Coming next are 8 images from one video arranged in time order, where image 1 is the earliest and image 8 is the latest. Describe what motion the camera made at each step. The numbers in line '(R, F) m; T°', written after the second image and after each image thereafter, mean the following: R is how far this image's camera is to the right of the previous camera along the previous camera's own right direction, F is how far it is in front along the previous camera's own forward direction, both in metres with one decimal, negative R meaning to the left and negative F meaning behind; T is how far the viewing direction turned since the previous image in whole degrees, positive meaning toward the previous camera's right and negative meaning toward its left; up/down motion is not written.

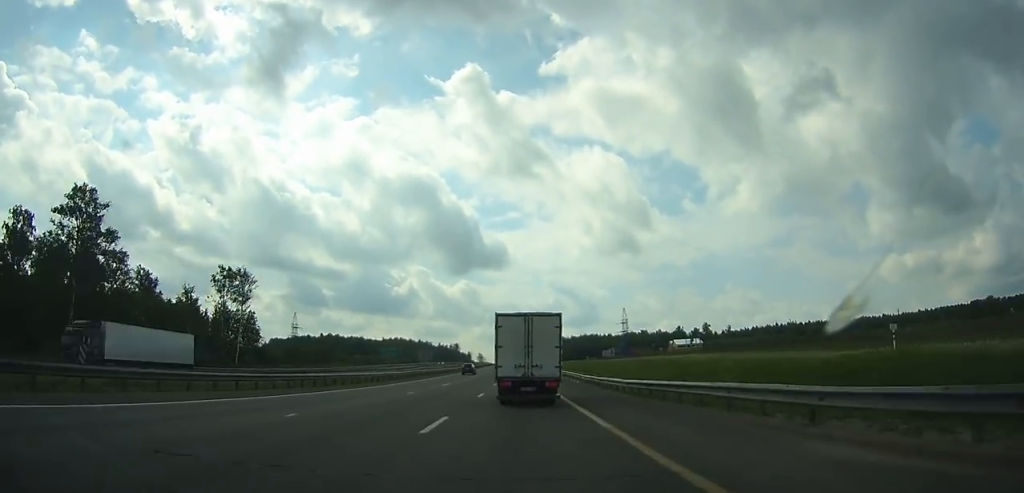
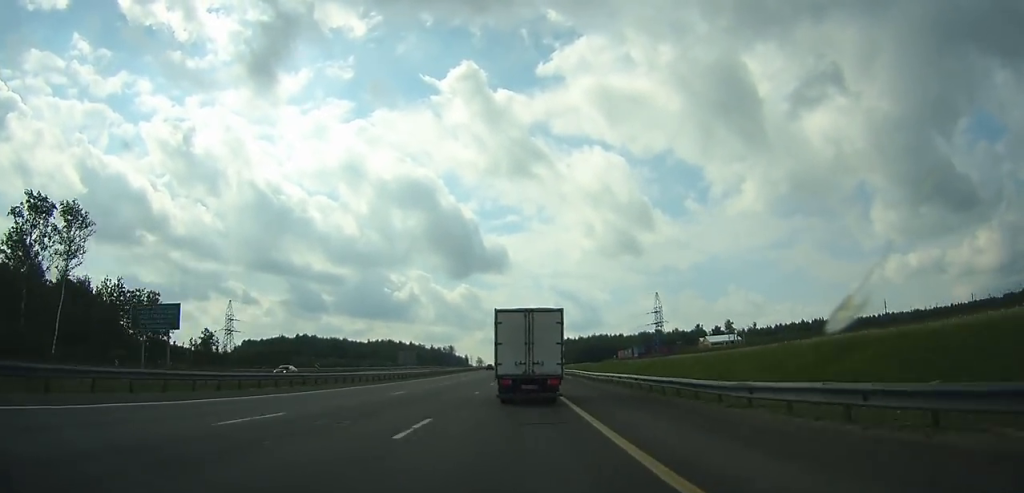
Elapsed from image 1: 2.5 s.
(0.0, +50.6) m; 0°
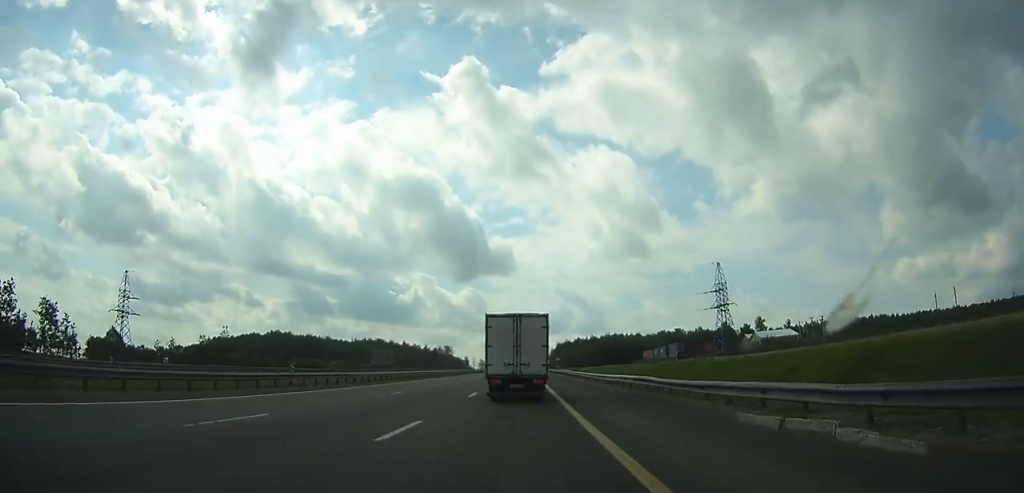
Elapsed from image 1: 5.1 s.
(0.0, +49.8) m; 0°
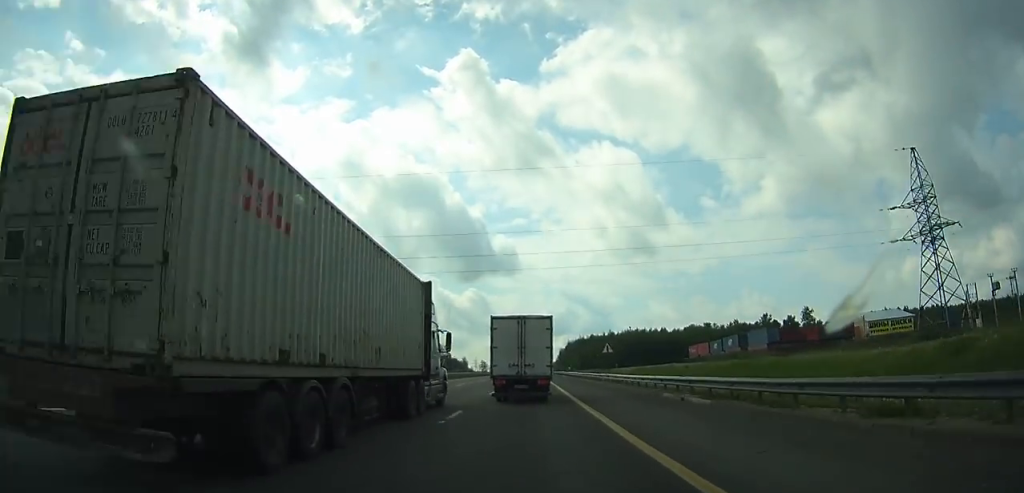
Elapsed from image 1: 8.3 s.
(-0.2, +58.9) m; 0°
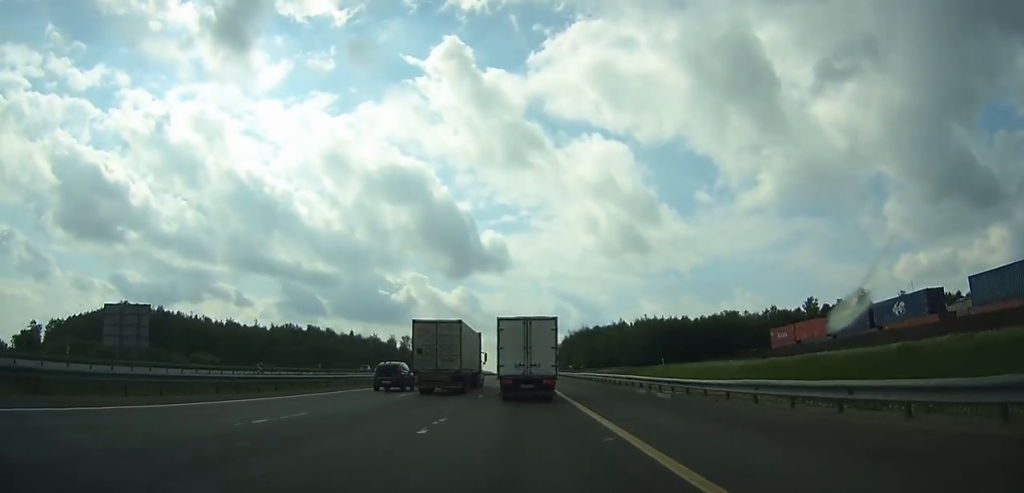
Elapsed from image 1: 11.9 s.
(0.0, +64.7) m; 0°
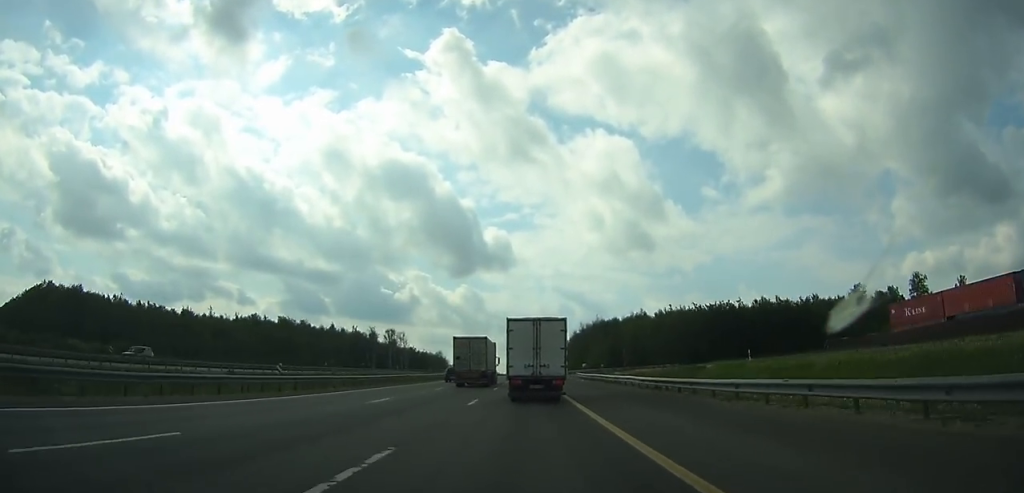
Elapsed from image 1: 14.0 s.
(0.0, +37.6) m; 0°
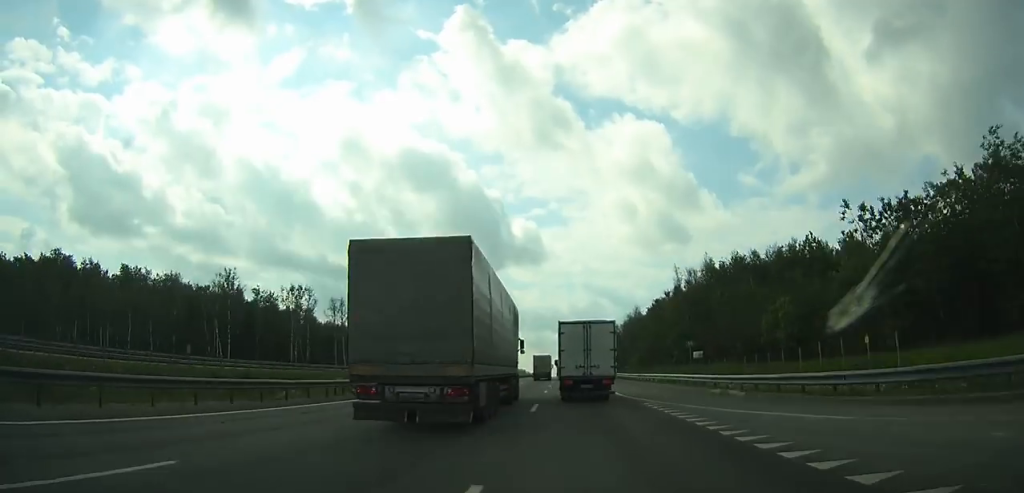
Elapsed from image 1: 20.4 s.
(-1.8, +118.2) m; -2°
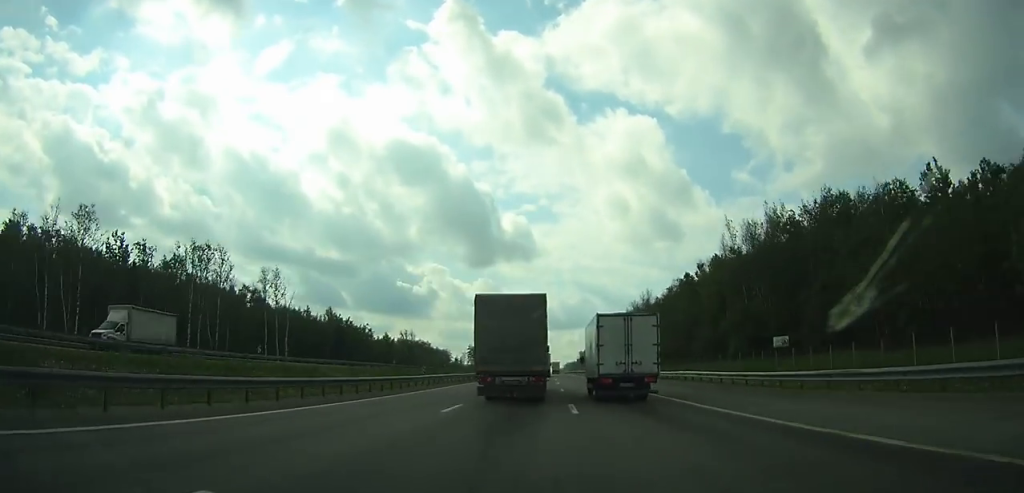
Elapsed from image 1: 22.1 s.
(-0.4, +33.4) m; 0°
